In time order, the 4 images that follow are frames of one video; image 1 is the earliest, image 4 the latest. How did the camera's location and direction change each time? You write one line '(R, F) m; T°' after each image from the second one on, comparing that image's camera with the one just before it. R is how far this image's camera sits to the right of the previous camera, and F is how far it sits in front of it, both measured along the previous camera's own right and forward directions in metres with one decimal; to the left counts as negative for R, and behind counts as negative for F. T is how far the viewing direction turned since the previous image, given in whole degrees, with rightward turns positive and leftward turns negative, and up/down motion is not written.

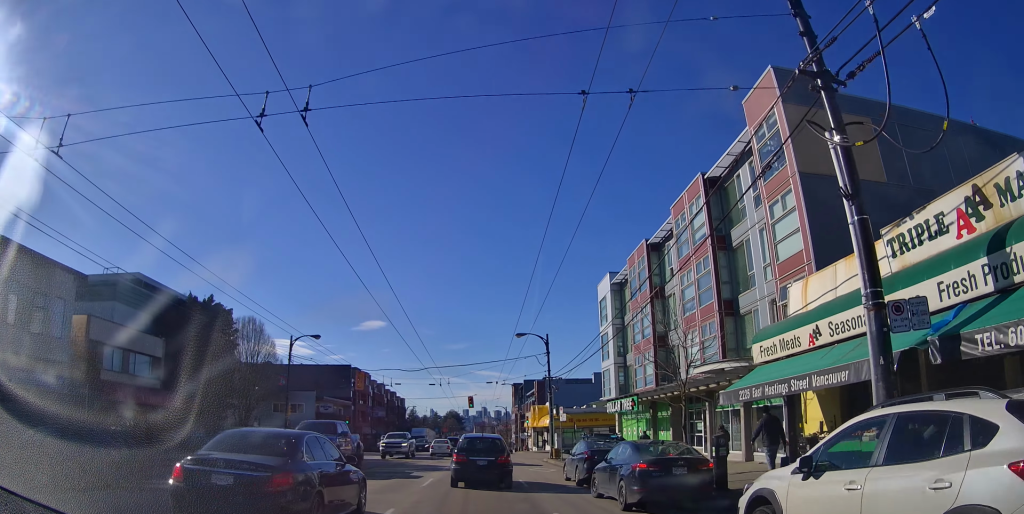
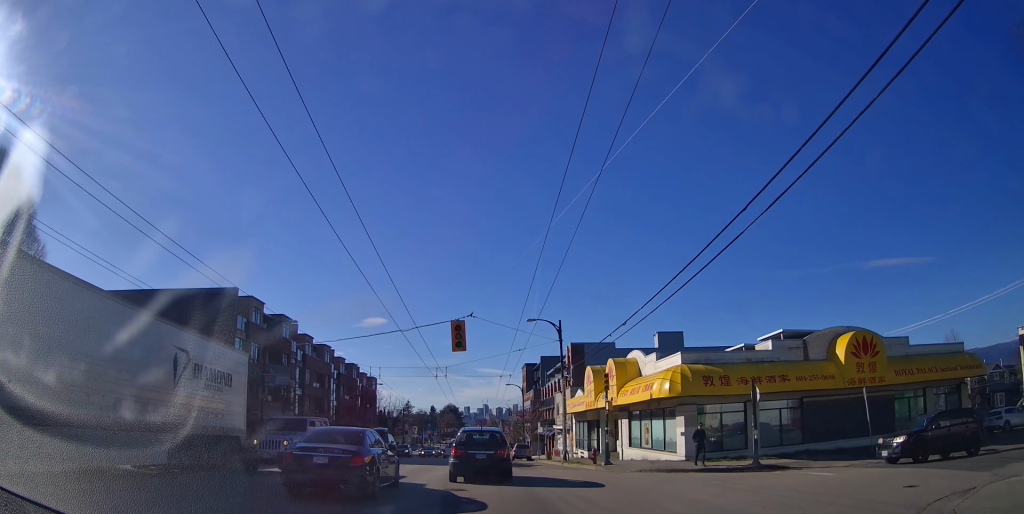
(+1.1, +40.6) m; 0°
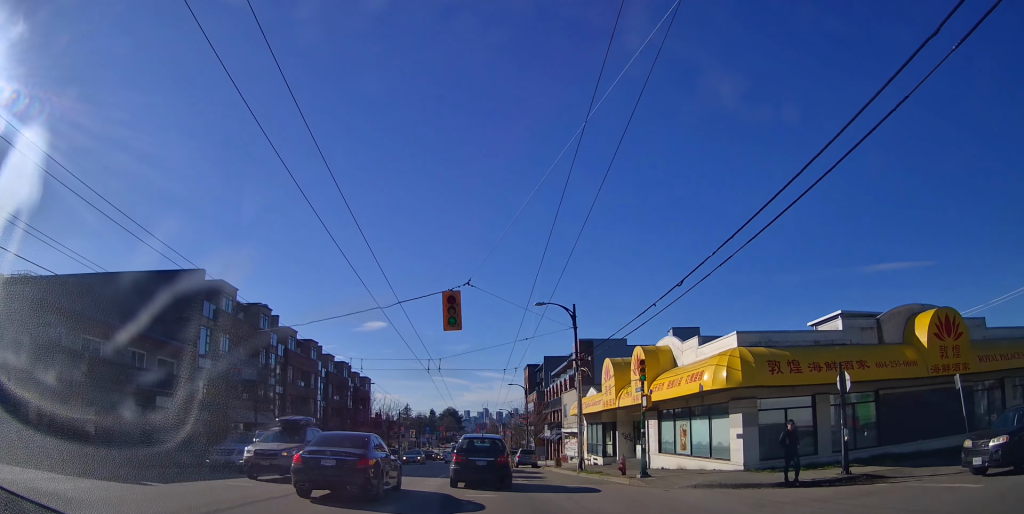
(0.0, +6.0) m; 0°
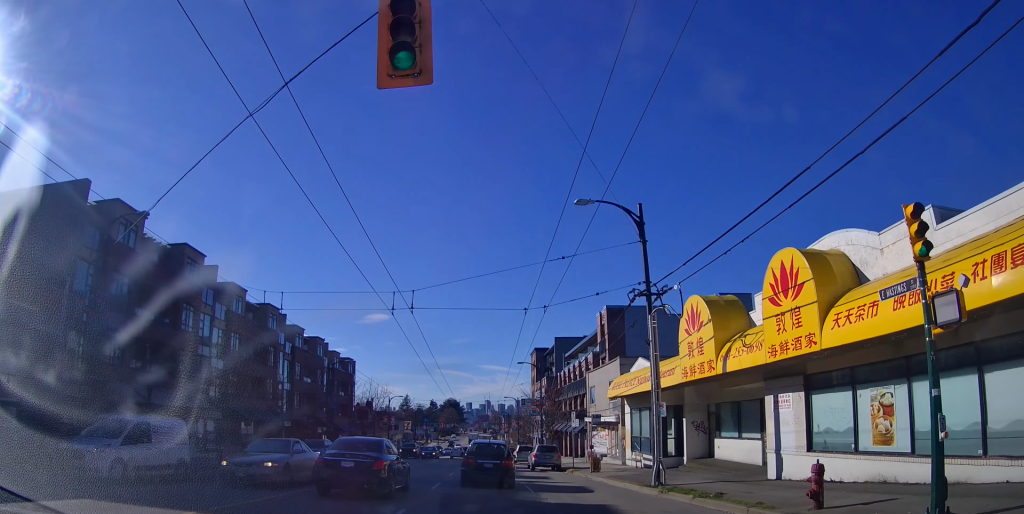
(+0.3, +13.8) m; +4°
